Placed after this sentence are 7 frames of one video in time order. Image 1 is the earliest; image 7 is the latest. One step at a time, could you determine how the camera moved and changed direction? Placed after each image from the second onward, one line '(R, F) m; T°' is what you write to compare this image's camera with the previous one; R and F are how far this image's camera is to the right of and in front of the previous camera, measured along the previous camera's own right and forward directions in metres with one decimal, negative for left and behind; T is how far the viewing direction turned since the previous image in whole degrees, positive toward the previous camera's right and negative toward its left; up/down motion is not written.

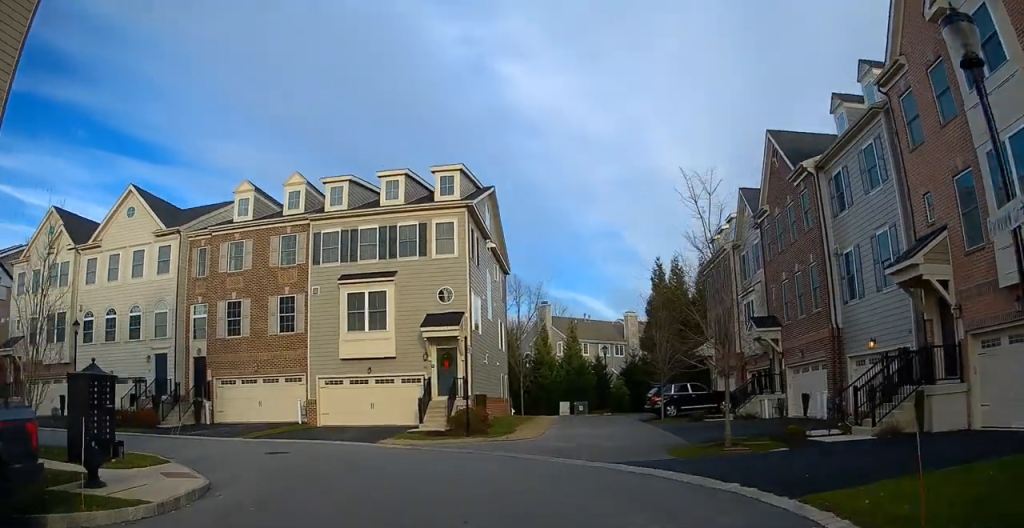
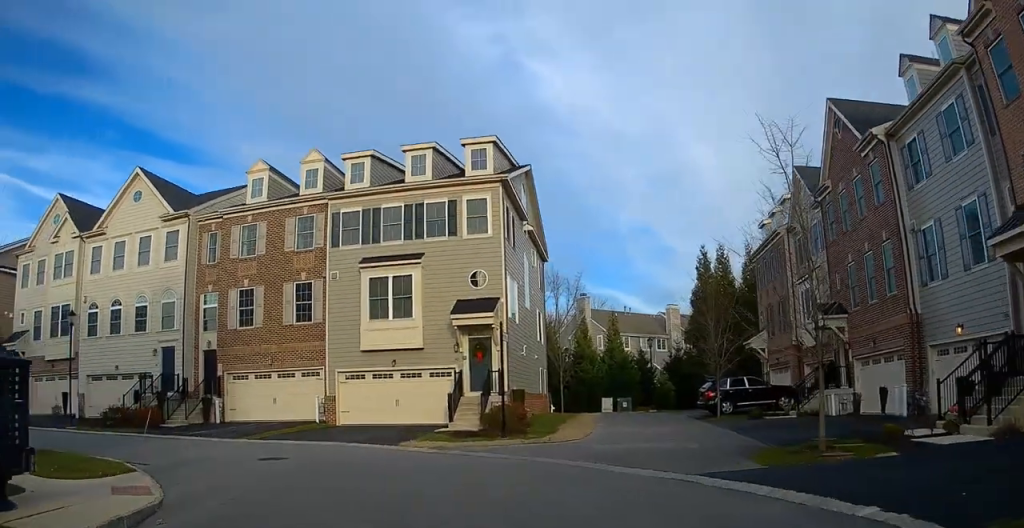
(0.0, +3.1) m; -2°
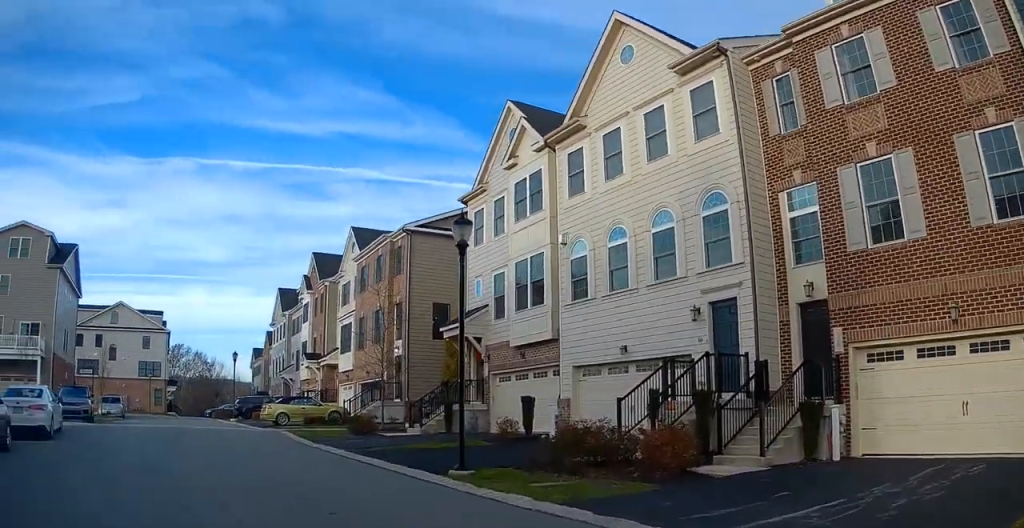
(-5.9, +15.6) m; -51°
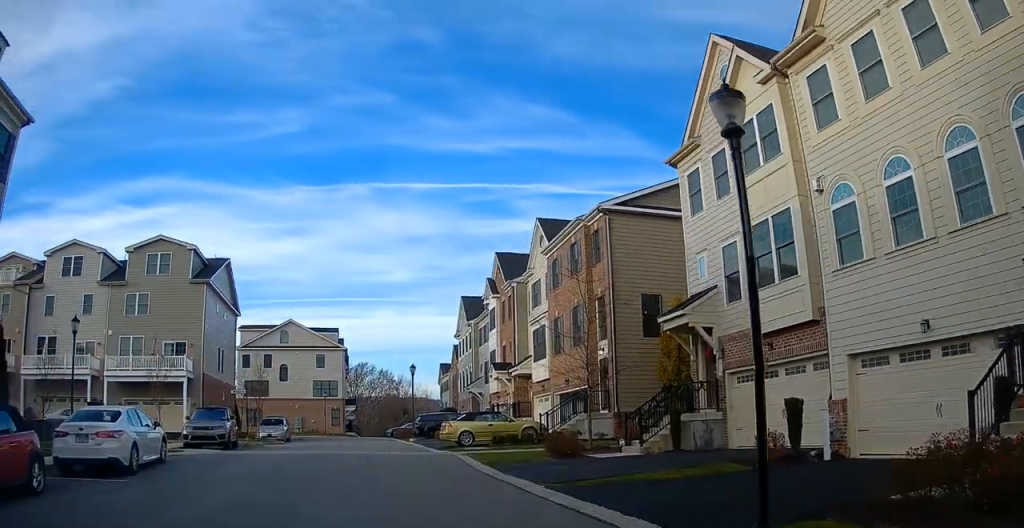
(-0.7, +5.3) m; -16°
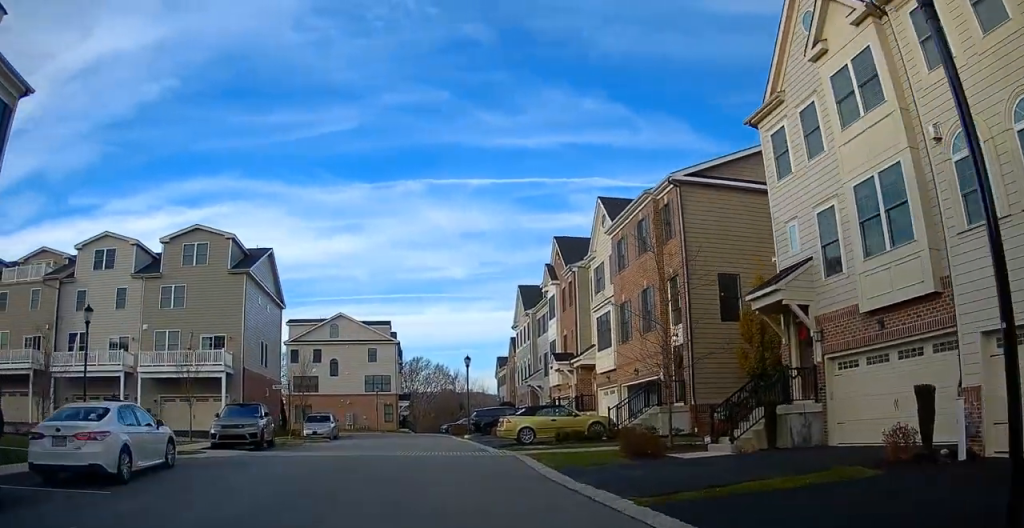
(-0.2, +2.7) m; -8°
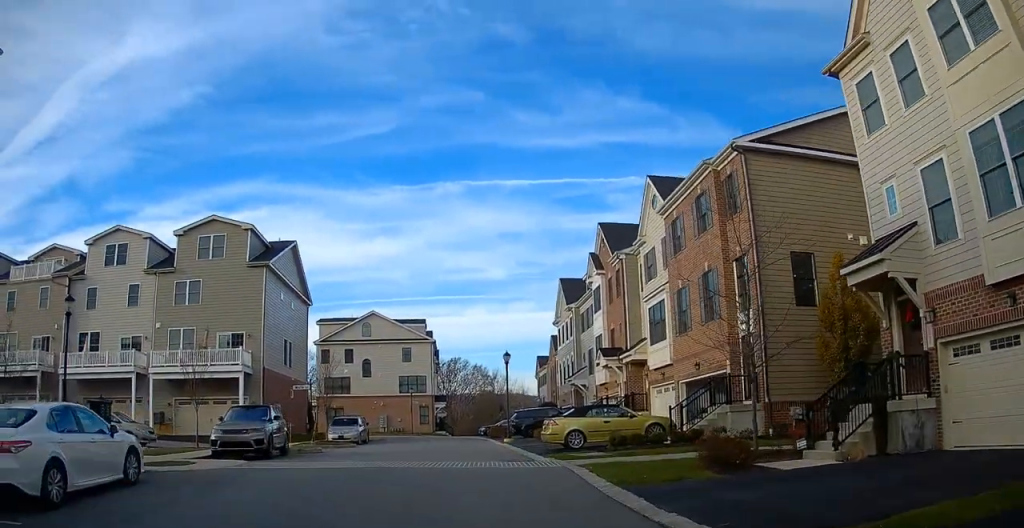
(-0.3, +3.3) m; -7°
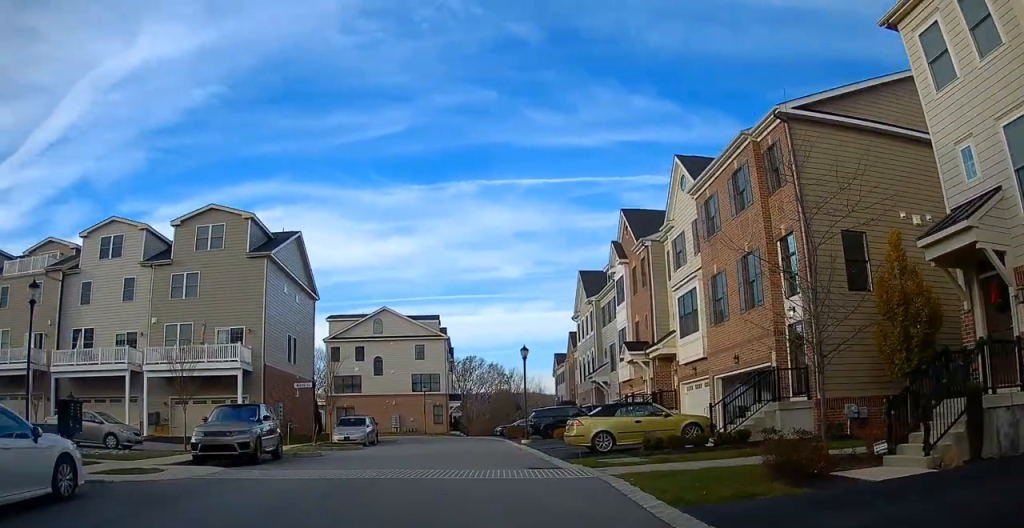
(-0.1, +2.5) m; -4°
